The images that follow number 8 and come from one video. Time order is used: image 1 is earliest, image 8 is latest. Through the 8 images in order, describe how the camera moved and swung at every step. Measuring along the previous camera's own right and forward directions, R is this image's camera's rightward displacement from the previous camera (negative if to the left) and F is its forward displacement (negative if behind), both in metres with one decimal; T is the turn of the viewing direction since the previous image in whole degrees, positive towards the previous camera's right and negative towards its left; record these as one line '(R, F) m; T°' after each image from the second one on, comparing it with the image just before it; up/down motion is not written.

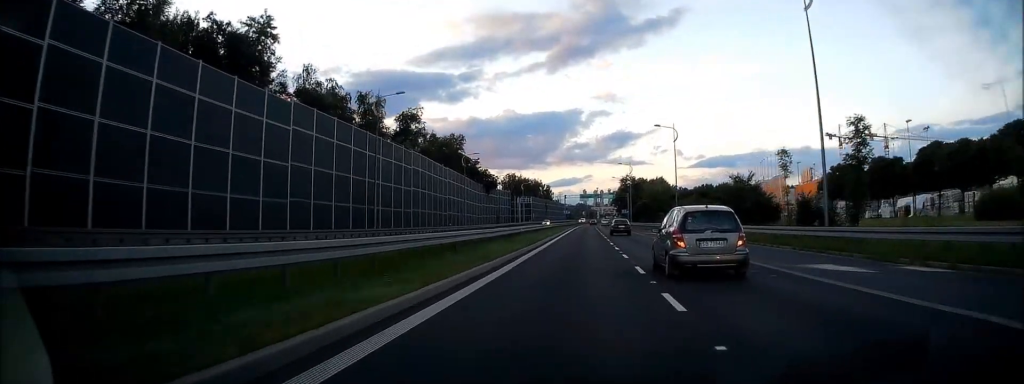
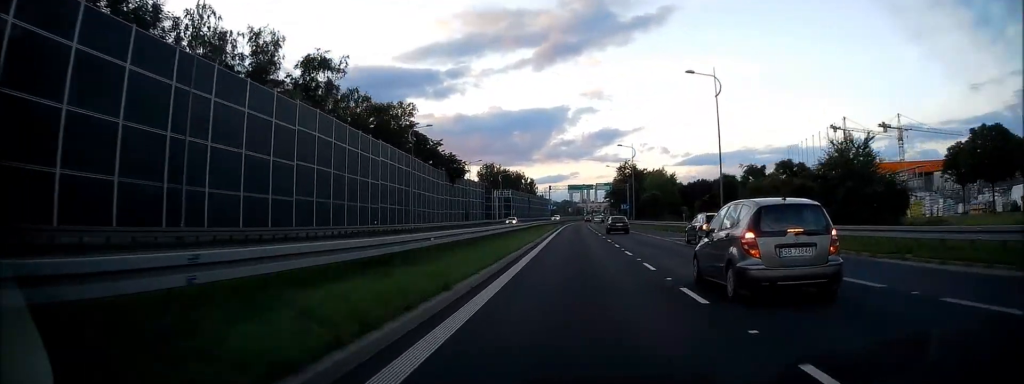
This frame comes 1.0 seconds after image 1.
(+0.2, +22.4) m; +1°
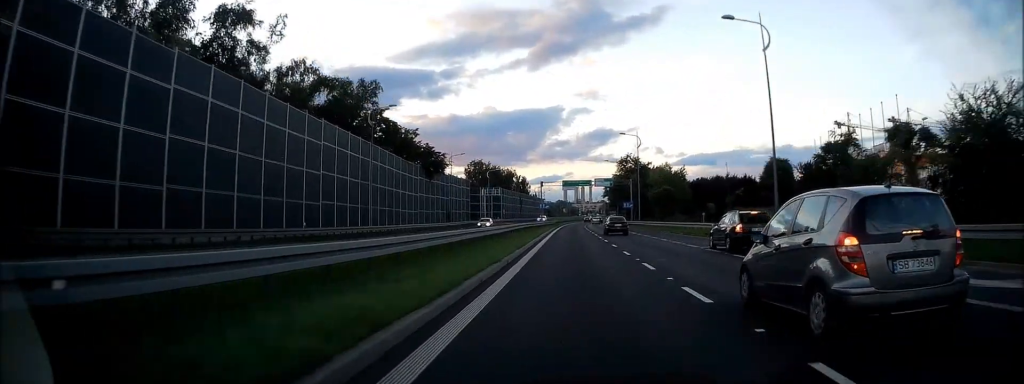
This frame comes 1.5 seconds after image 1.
(+0.1, +11.8) m; +1°
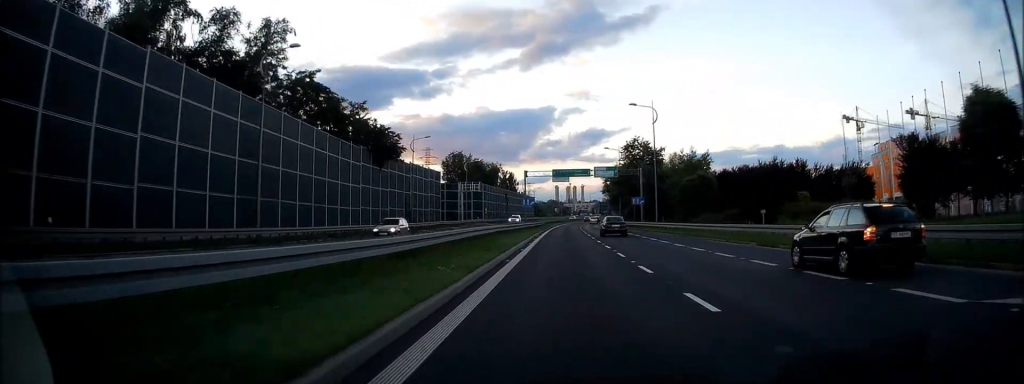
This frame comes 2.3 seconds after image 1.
(+0.1, +19.5) m; +1°
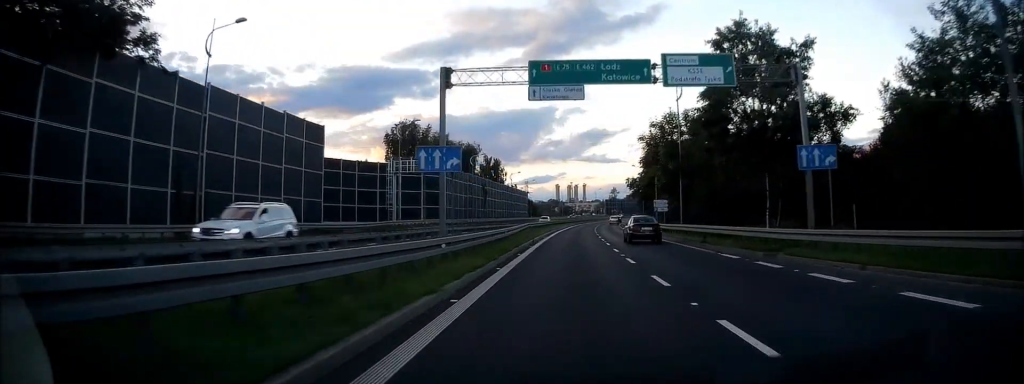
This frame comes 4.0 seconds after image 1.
(+0.2, +44.2) m; 0°
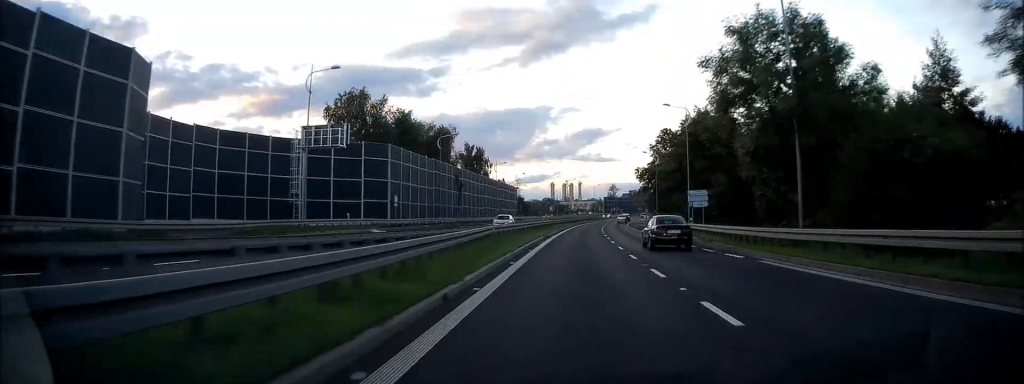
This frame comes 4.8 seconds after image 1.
(0.0, +22.2) m; +1°
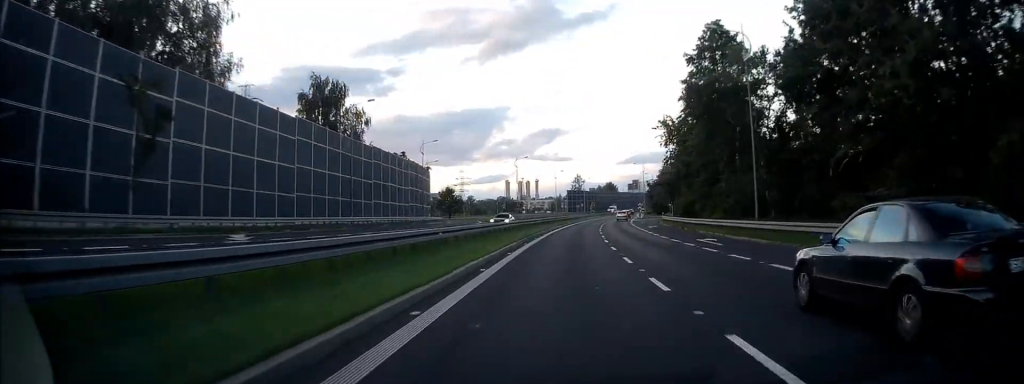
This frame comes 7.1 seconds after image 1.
(+1.6, +62.0) m; +3°
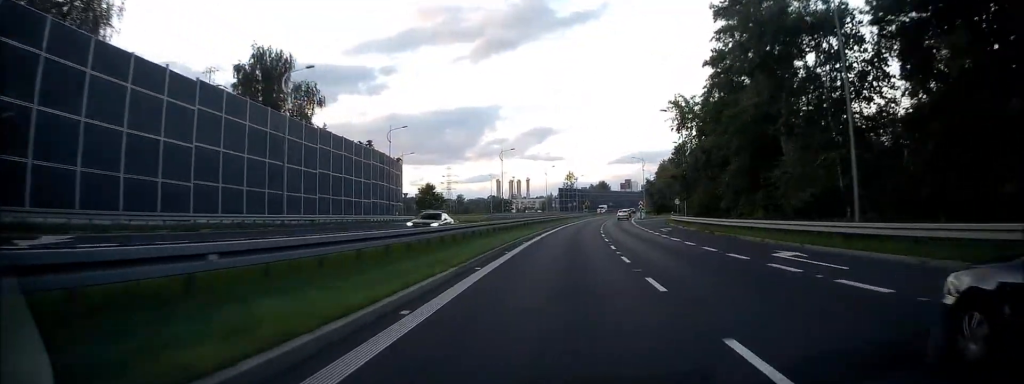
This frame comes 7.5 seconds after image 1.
(0.0, +12.2) m; +1°
